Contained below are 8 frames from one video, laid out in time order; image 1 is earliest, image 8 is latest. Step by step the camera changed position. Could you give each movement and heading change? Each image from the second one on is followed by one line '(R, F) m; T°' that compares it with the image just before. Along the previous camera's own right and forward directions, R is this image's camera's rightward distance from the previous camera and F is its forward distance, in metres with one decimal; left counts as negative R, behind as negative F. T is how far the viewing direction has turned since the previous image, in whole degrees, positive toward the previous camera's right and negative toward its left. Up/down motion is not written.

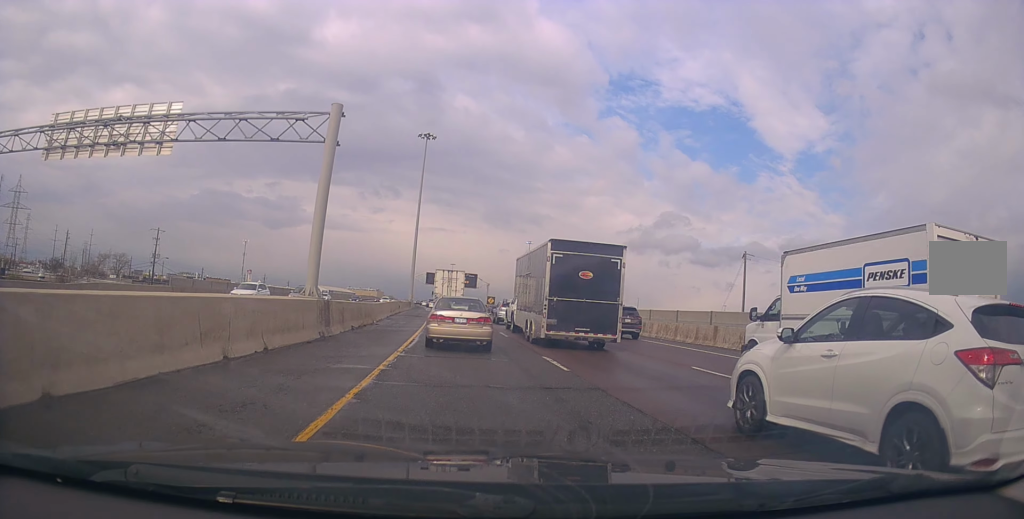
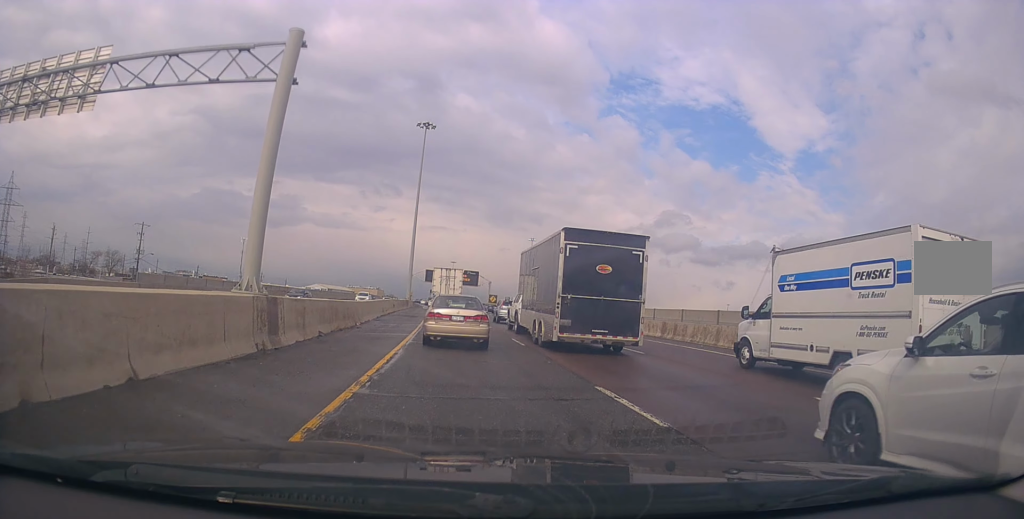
(-0.3, +5.6) m; -5°
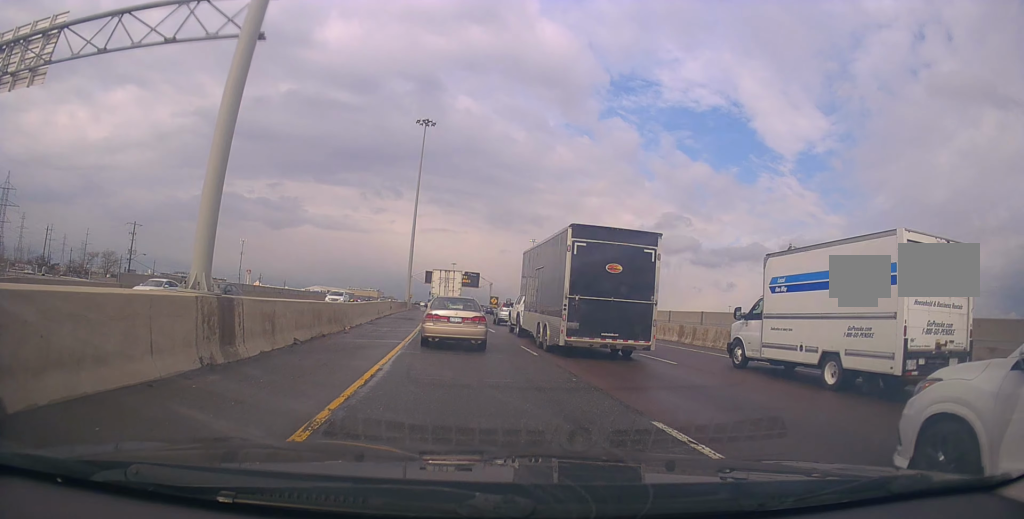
(-0.1, +2.8) m; -1°
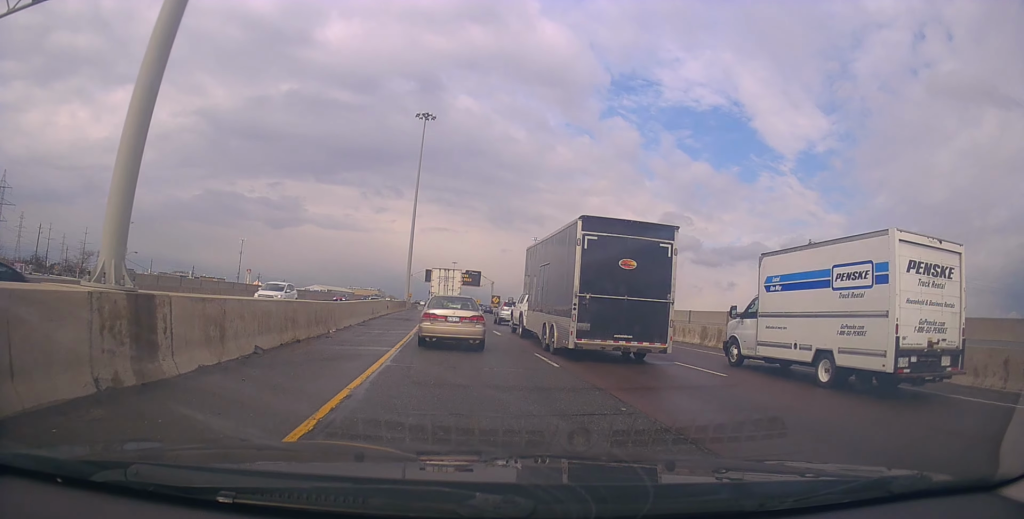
(0.0, +2.9) m; +4°
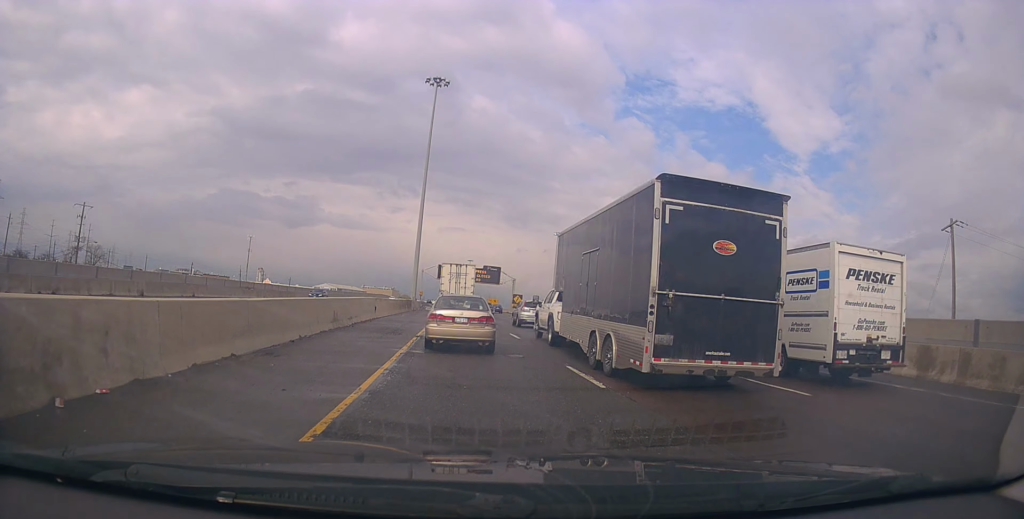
(-0.5, +15.0) m; -3°
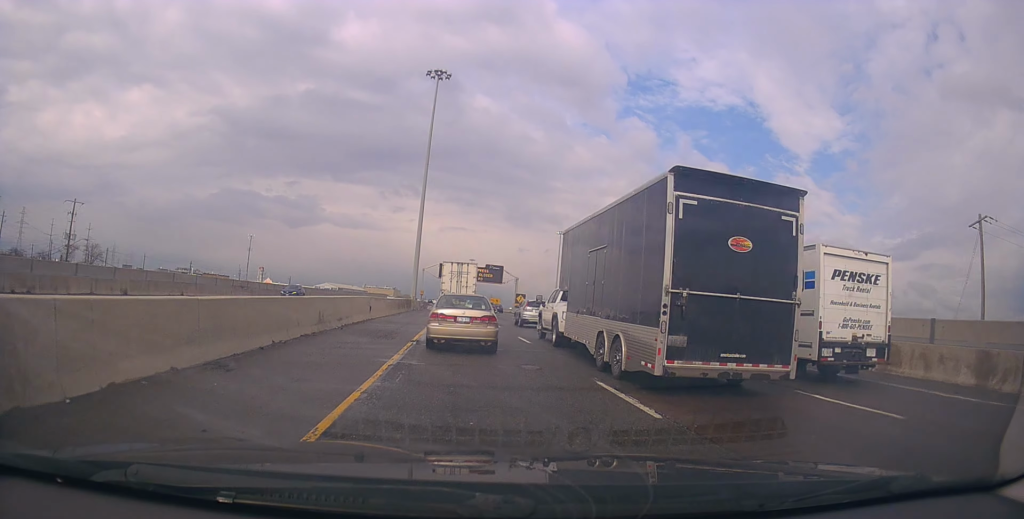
(+0.1, +2.6) m; +3°
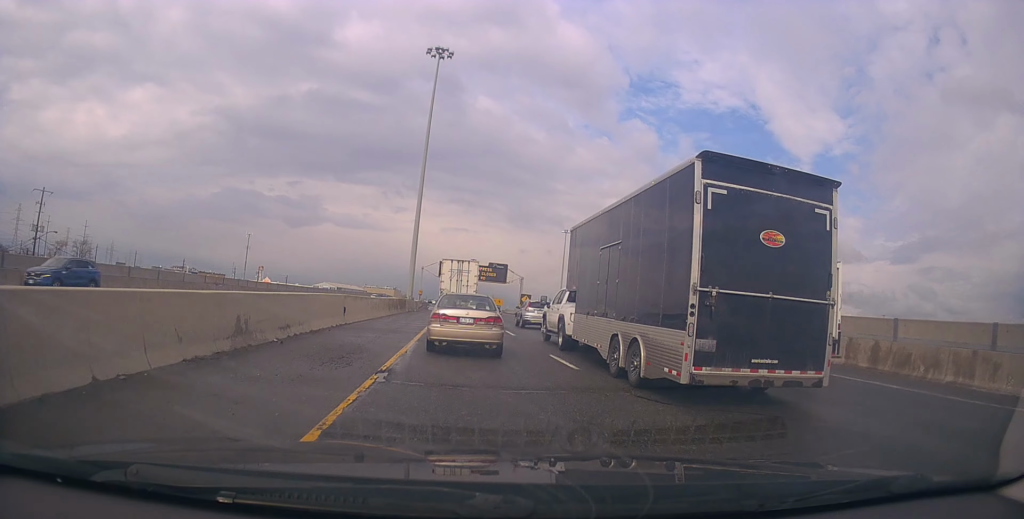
(+0.1, +7.2) m; 0°
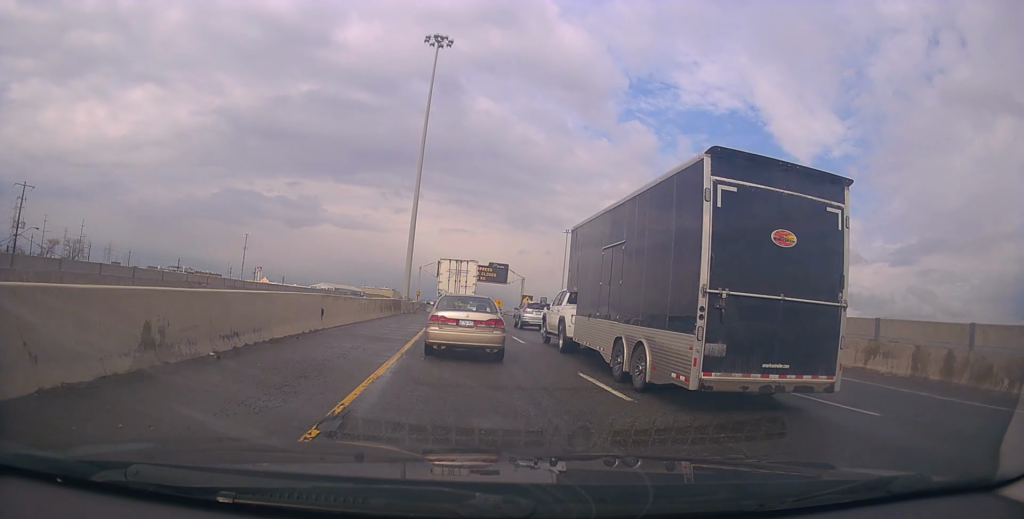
(0.0, +3.7) m; -2°
